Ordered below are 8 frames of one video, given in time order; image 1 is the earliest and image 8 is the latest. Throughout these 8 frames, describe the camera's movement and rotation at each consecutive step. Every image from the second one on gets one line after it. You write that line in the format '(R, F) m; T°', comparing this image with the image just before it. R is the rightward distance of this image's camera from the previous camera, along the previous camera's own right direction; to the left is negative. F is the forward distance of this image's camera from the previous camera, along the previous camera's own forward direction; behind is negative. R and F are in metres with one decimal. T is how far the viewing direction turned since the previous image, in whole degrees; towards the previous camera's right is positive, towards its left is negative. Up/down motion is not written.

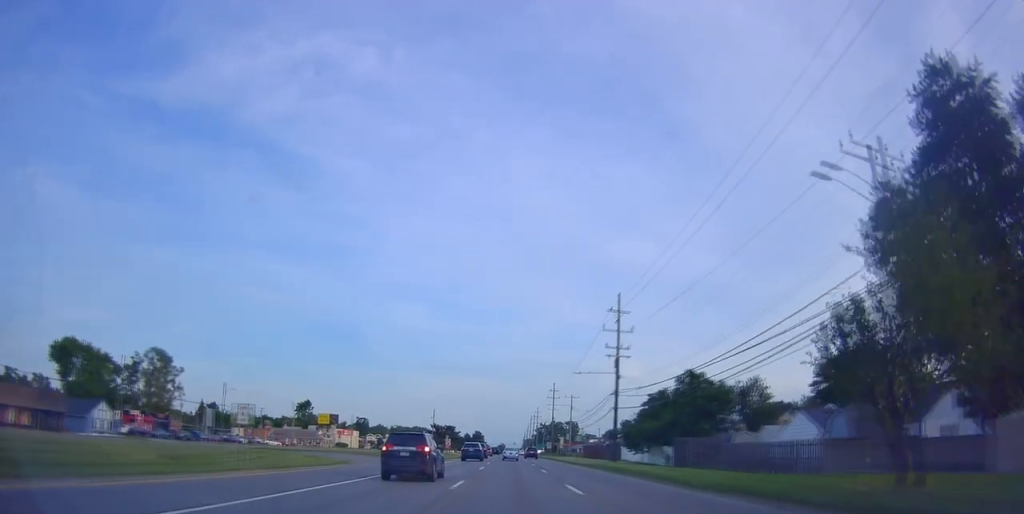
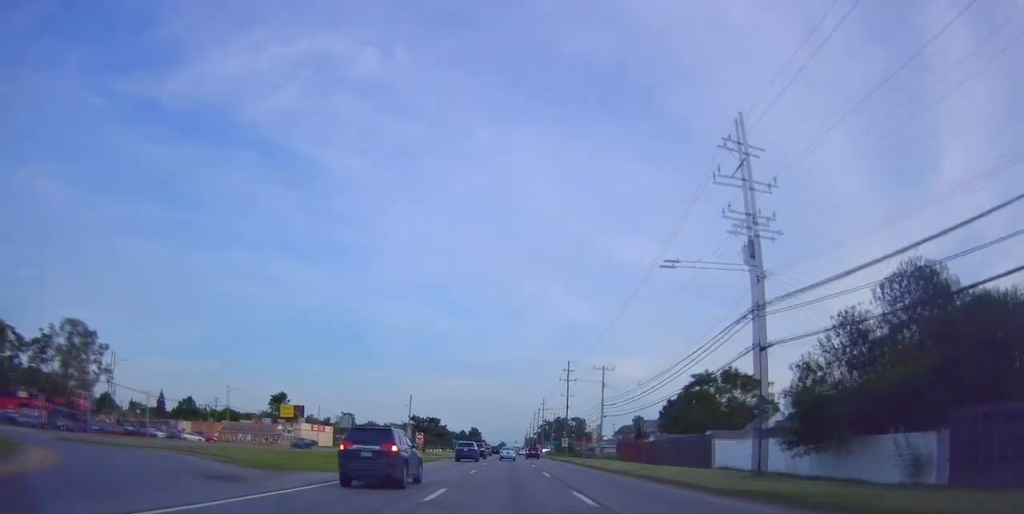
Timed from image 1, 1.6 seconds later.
(+0.8, +35.2) m; +2°
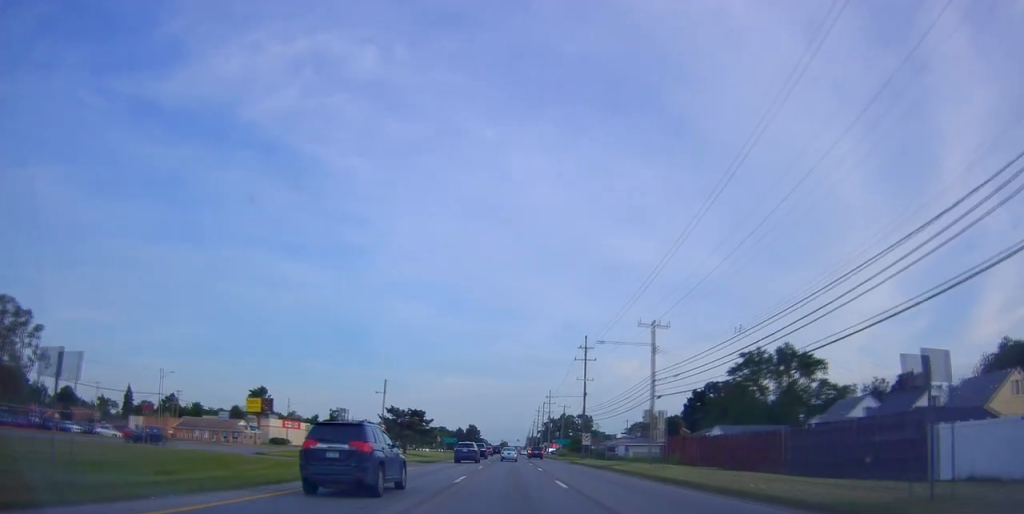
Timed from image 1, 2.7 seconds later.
(0.0, +24.2) m; -2°
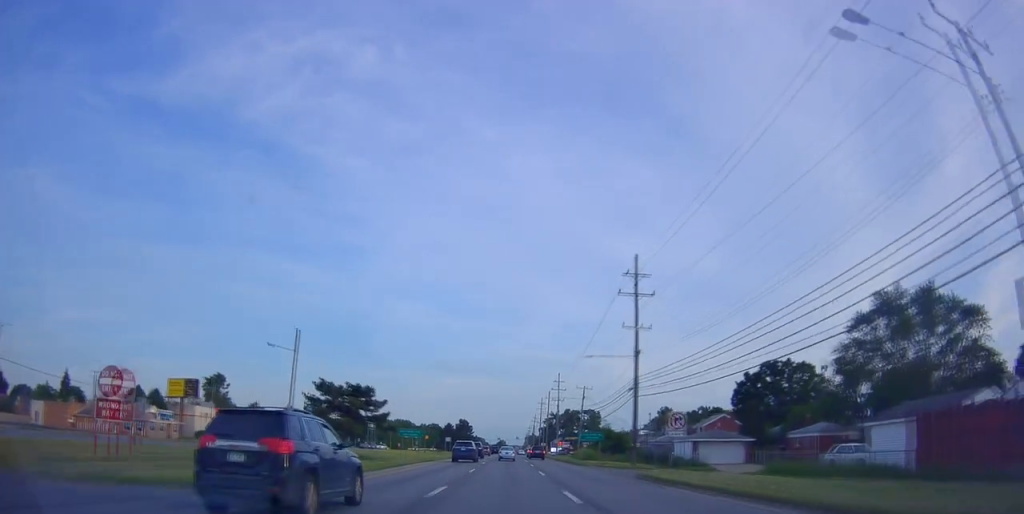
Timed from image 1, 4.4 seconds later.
(-0.9, +36.5) m; 0°
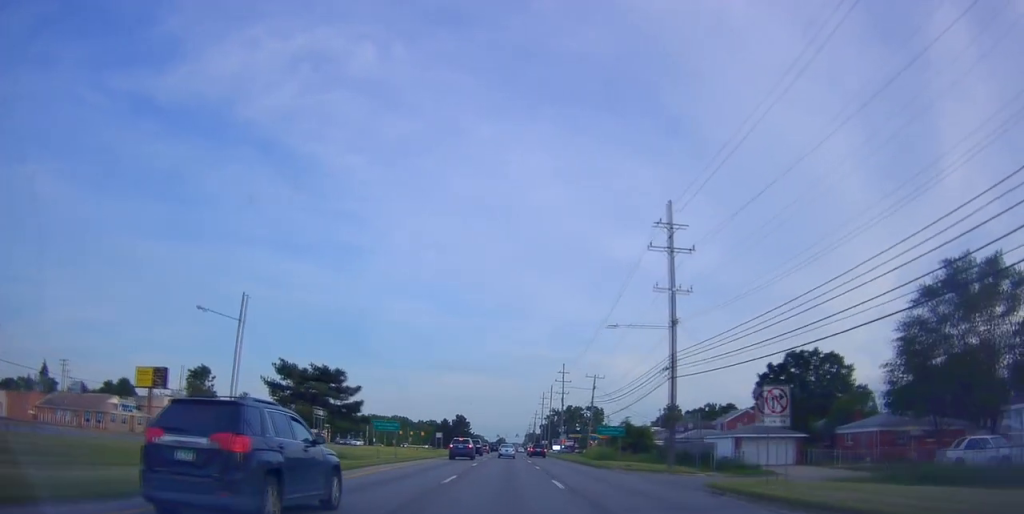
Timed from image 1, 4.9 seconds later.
(+0.2, +11.2) m; 0°
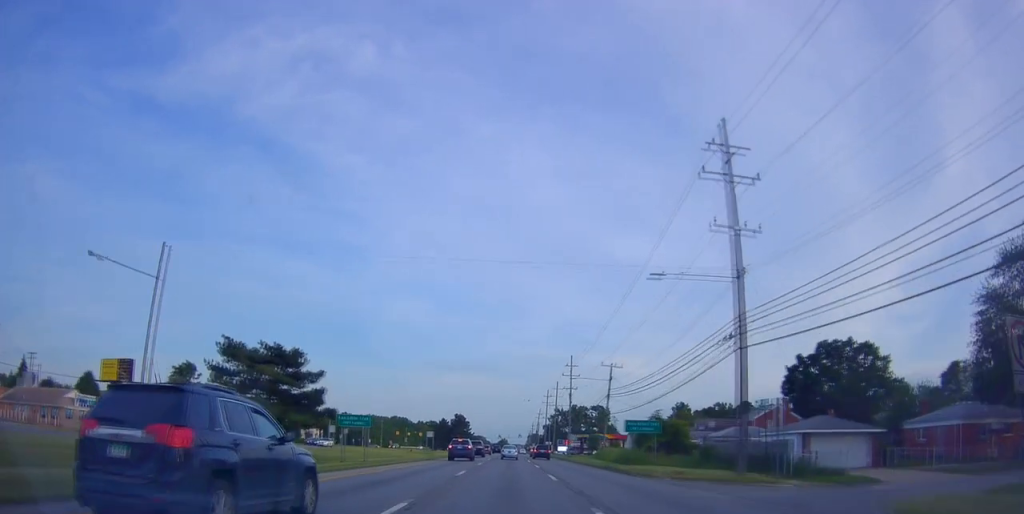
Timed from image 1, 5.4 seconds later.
(+0.1, +11.3) m; 0°
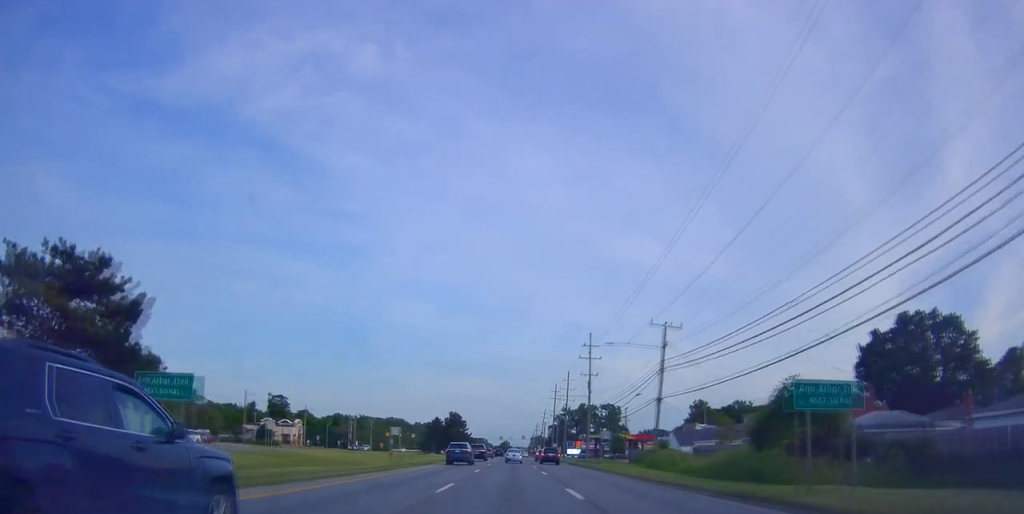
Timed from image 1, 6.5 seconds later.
(-0.3, +22.6) m; 0°
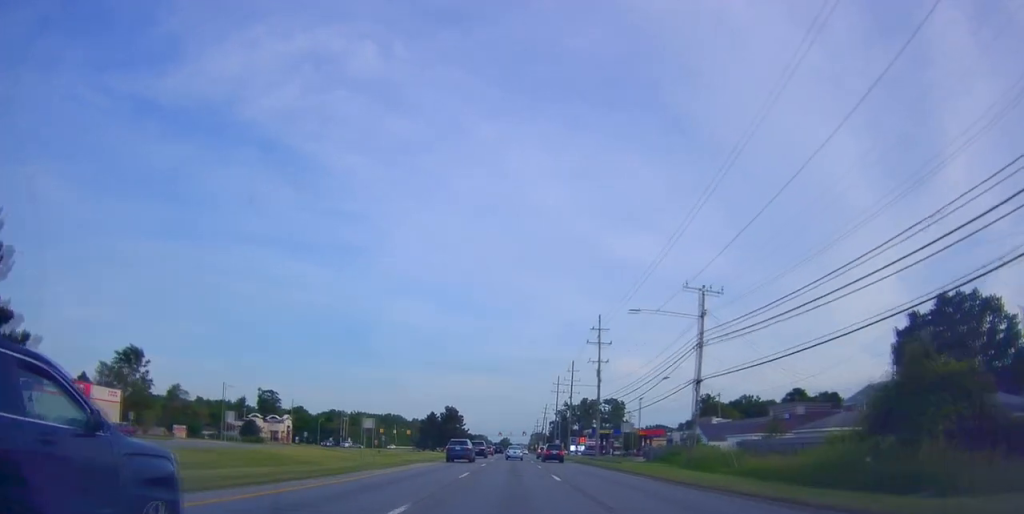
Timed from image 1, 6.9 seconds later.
(+0.2, +9.2) m; 0°
